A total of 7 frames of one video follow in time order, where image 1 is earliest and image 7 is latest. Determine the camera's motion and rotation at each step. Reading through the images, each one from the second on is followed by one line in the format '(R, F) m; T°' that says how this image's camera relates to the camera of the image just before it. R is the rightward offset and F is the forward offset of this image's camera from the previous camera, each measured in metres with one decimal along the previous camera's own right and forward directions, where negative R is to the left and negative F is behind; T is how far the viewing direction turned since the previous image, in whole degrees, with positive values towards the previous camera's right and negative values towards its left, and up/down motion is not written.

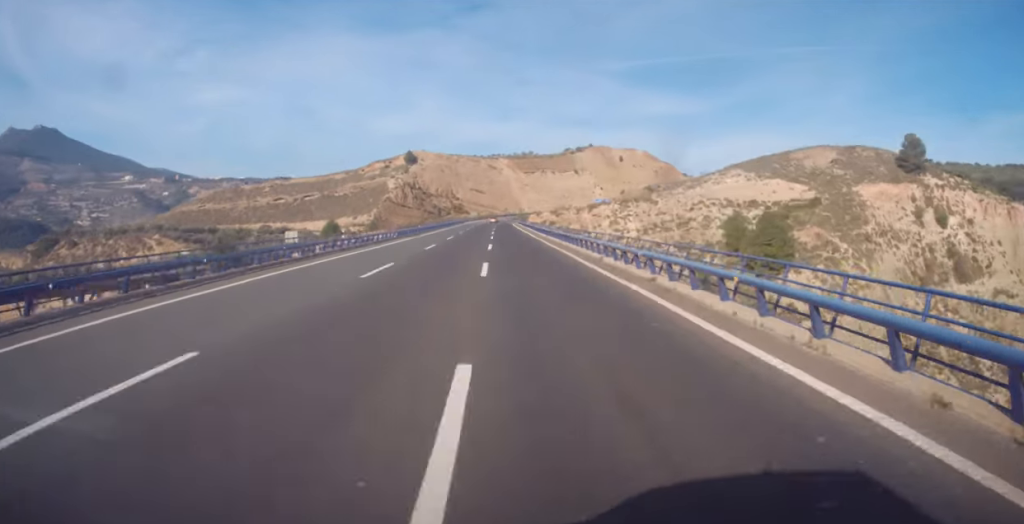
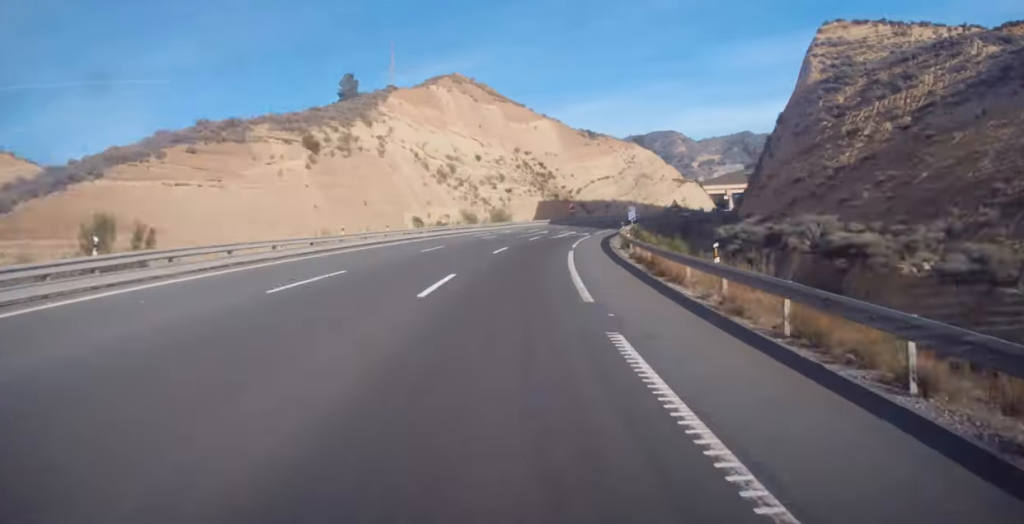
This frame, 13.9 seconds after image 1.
(+126.6, +349.9) m; +55°
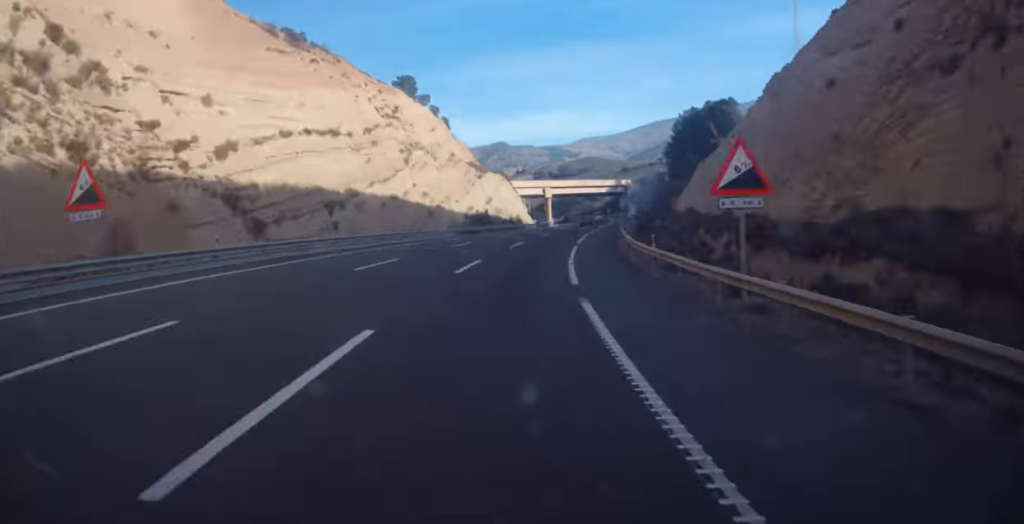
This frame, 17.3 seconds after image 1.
(+30.7, +93.2) m; +4°
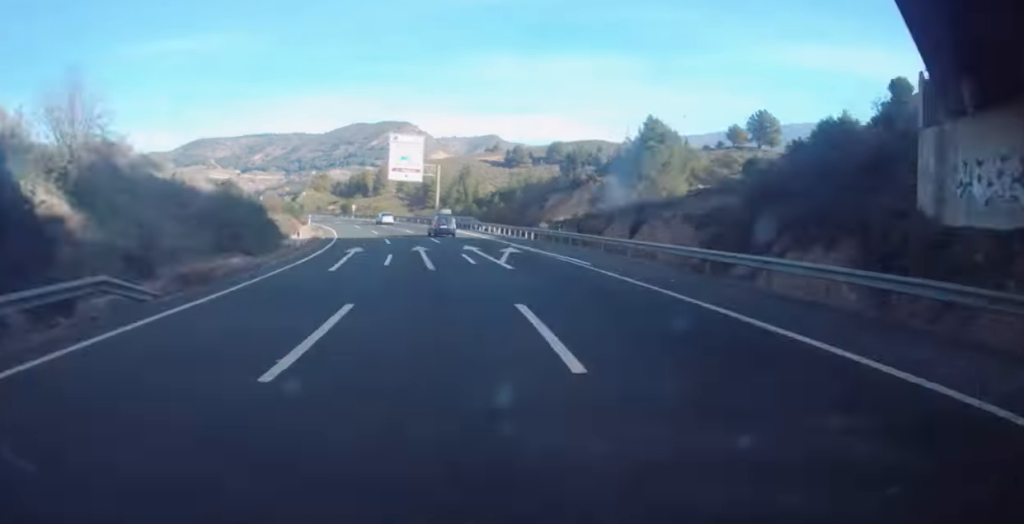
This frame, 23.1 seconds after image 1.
(+3.4, +167.7) m; -1°
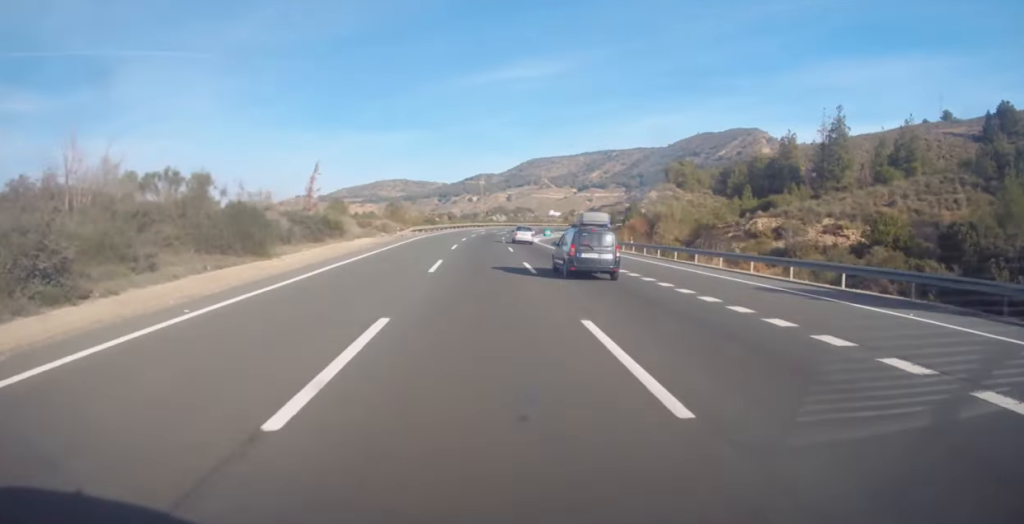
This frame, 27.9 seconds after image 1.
(-13.1, +139.8) m; -4°
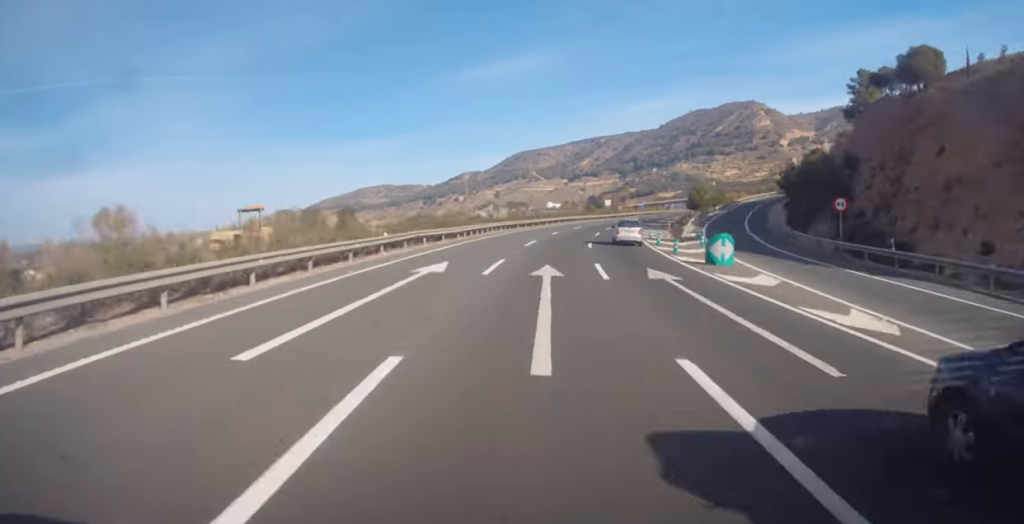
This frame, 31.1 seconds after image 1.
(+2.8, +92.8) m; +1°
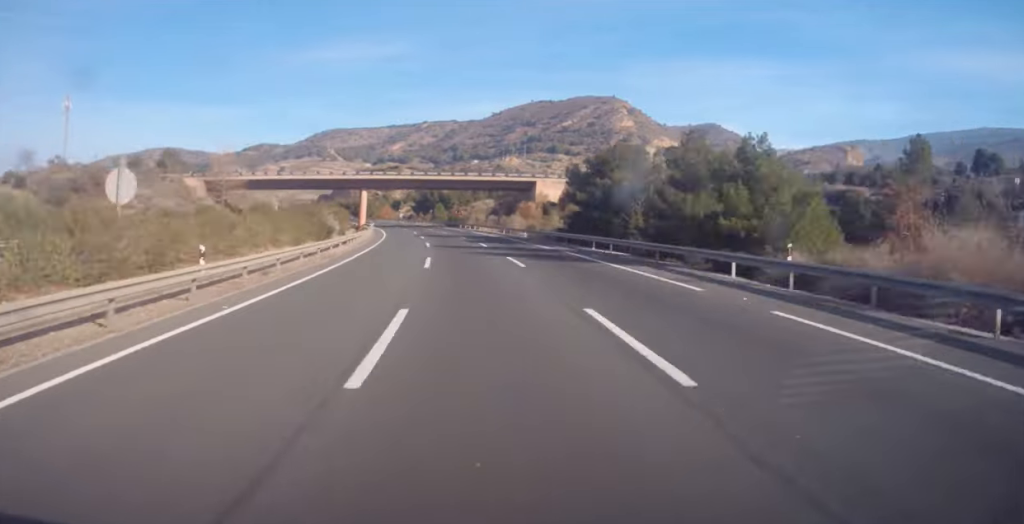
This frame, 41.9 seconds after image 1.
(-3.8, +324.3) m; -9°
